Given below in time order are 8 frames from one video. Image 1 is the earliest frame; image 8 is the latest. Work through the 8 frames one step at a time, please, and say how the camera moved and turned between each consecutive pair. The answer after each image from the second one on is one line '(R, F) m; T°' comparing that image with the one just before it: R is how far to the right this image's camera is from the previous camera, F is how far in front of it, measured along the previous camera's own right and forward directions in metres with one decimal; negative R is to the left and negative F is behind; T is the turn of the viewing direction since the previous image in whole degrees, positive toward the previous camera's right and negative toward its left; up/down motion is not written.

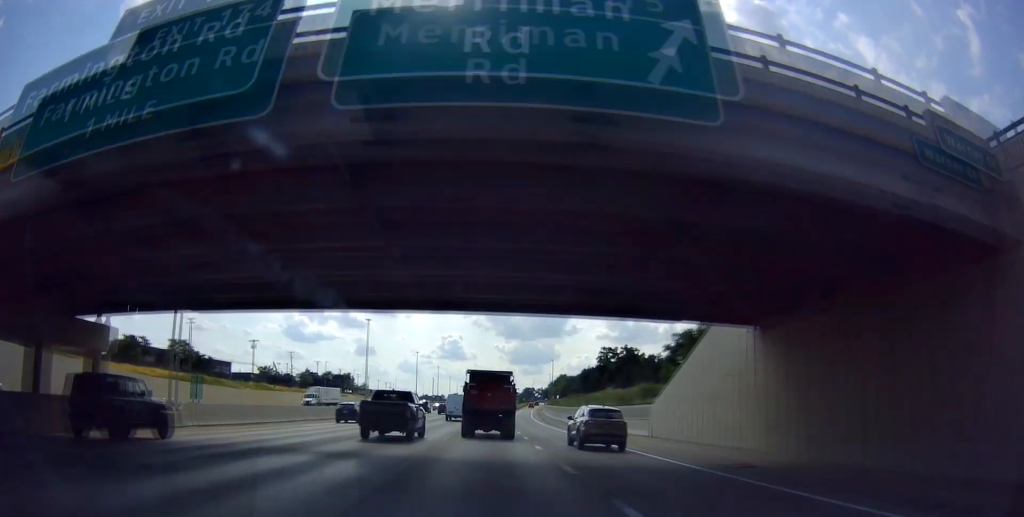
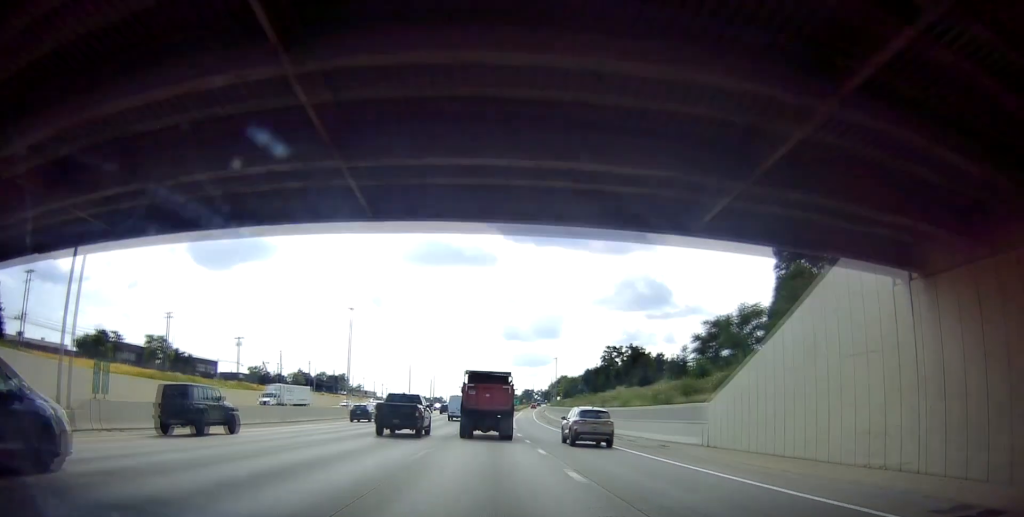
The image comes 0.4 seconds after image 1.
(+0.2, +9.7) m; 0°
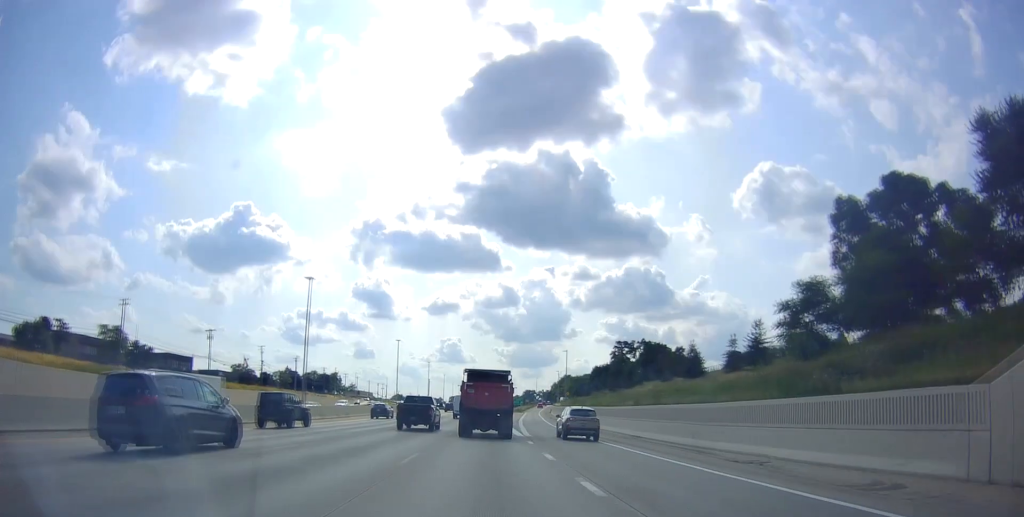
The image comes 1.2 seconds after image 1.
(+0.1, +17.2) m; 0°
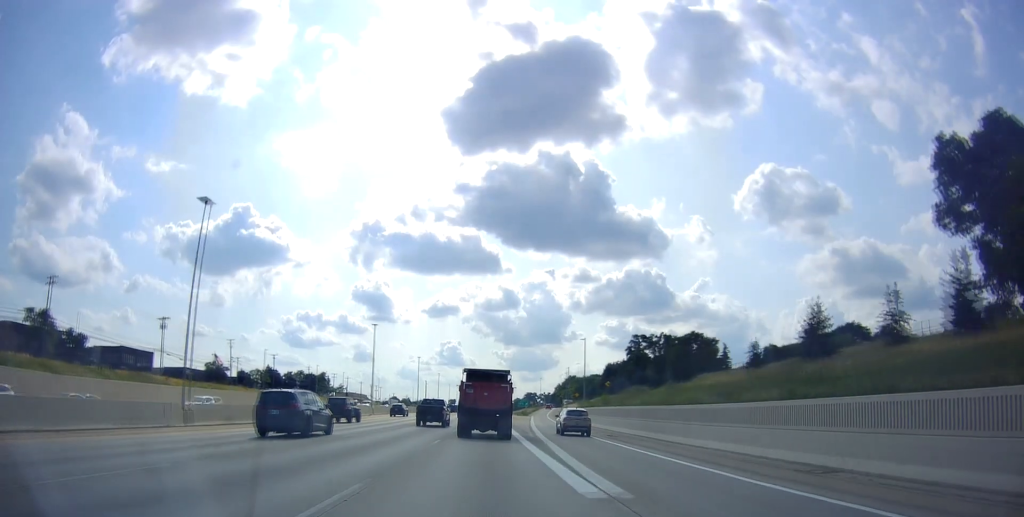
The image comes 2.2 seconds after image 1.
(-0.4, +22.3) m; -1°
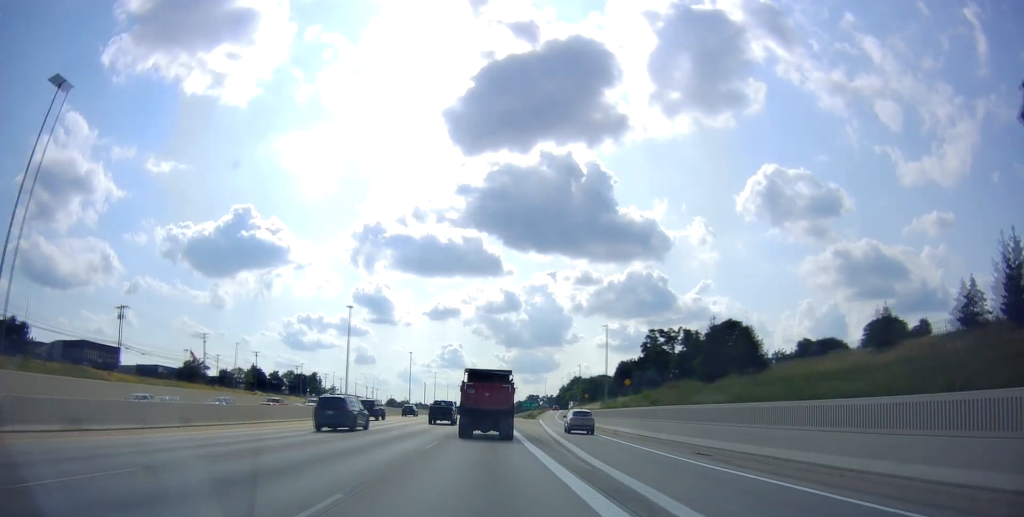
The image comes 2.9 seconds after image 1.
(-0.1, +16.2) m; +1°
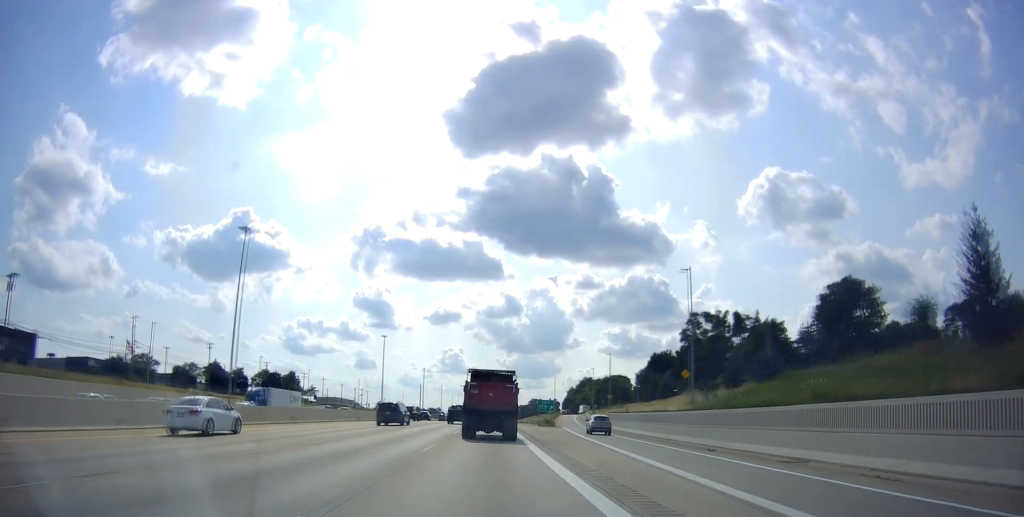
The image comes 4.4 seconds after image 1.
(+0.3, +31.9) m; 0°
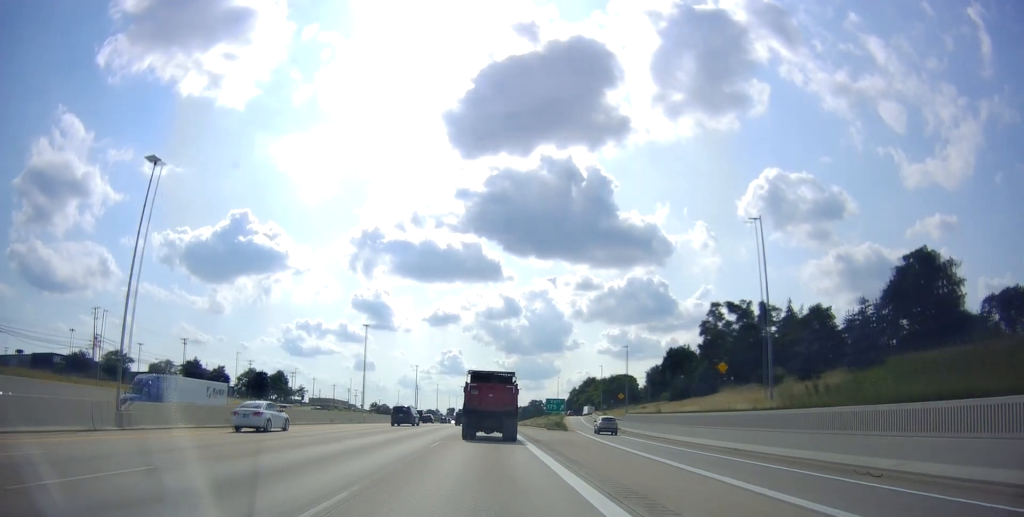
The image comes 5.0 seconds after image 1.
(-0.2, +12.9) m; 0°
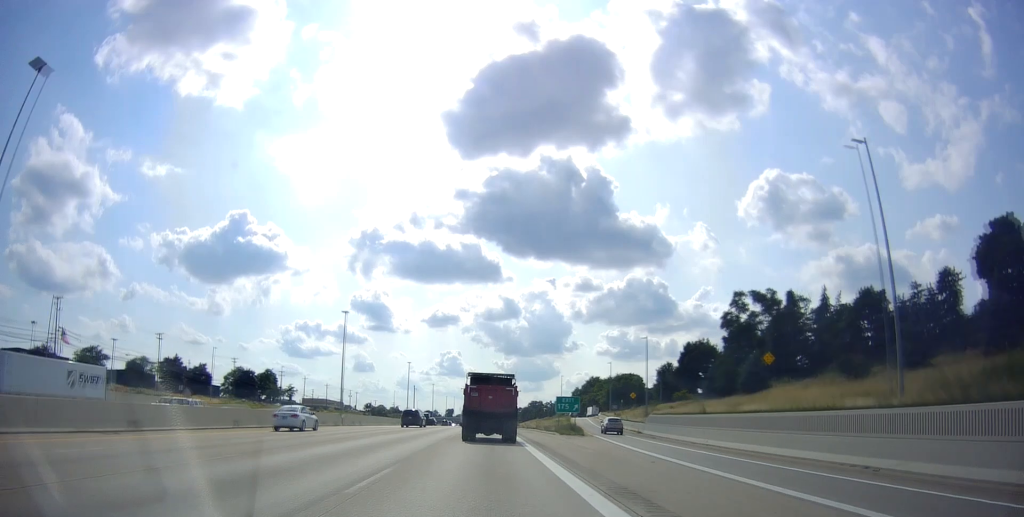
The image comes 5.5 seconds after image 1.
(+0.3, +11.4) m; -1°
